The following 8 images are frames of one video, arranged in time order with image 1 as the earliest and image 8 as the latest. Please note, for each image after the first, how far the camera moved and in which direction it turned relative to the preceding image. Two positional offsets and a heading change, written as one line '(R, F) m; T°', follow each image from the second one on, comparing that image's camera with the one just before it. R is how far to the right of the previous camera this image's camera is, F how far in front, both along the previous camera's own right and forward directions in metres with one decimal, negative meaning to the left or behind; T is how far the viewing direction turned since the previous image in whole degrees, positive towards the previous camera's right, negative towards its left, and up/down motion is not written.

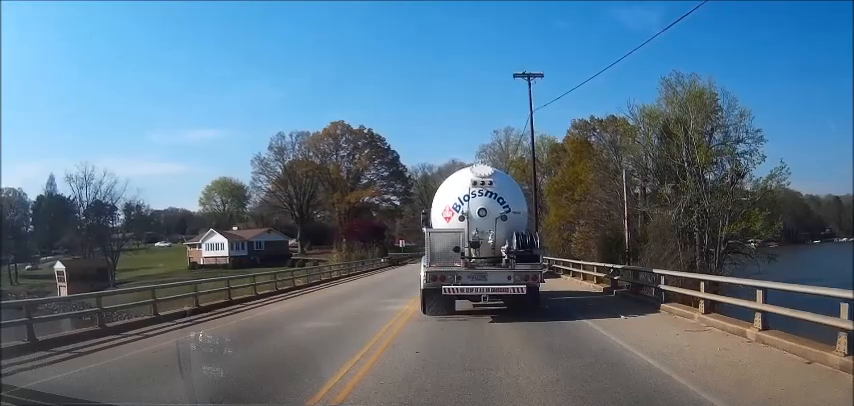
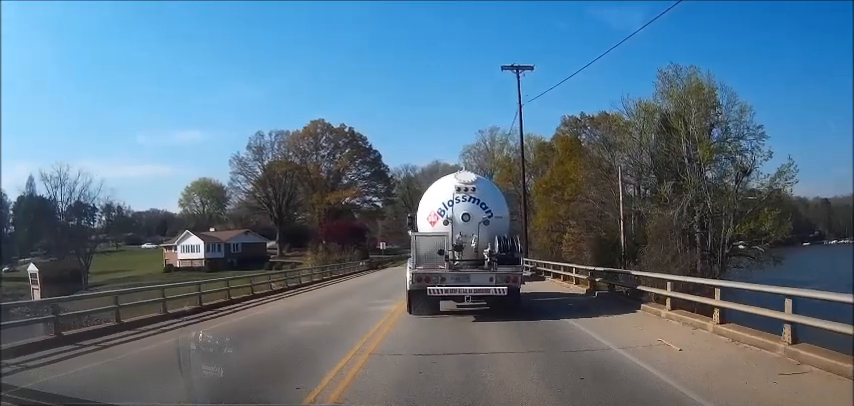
(0.0, +4.1) m; +1°
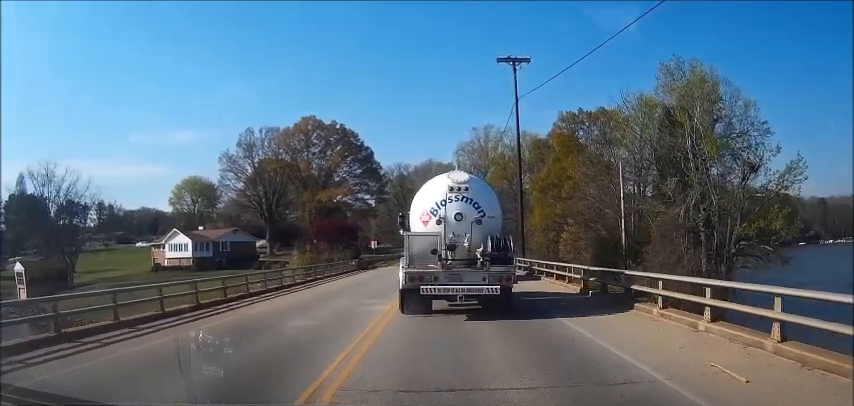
(0.0, +2.4) m; 0°
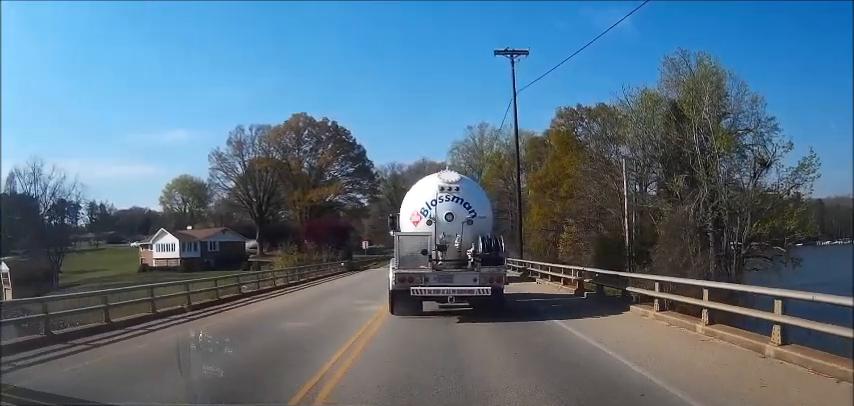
(0.0, +2.6) m; 0°
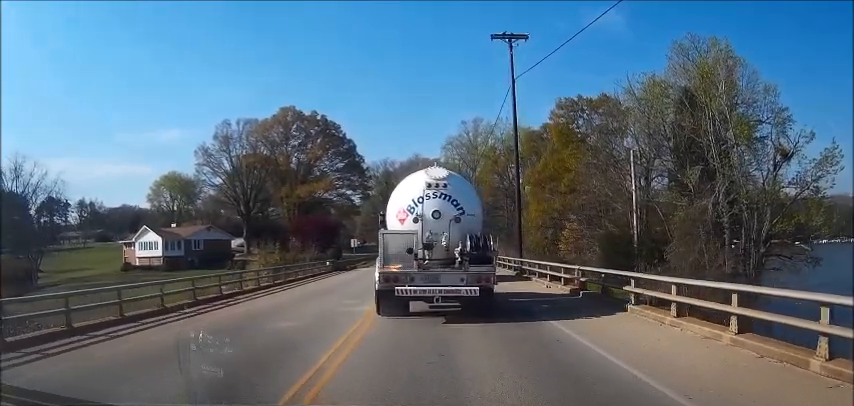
(0.0, +3.6) m; 0°
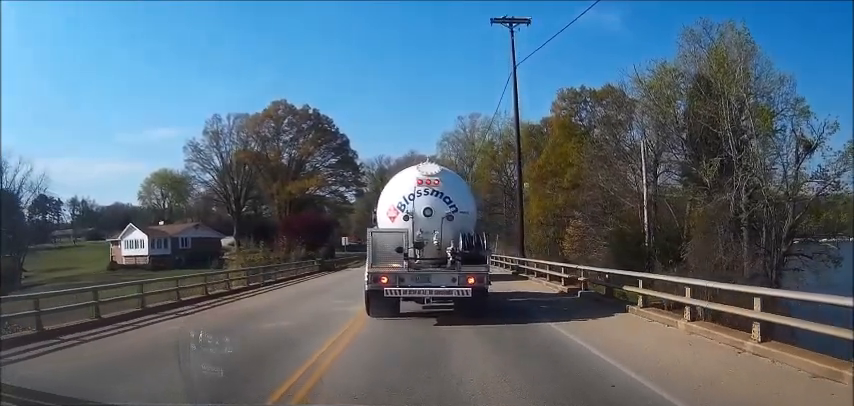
(0.0, +3.1) m; 0°
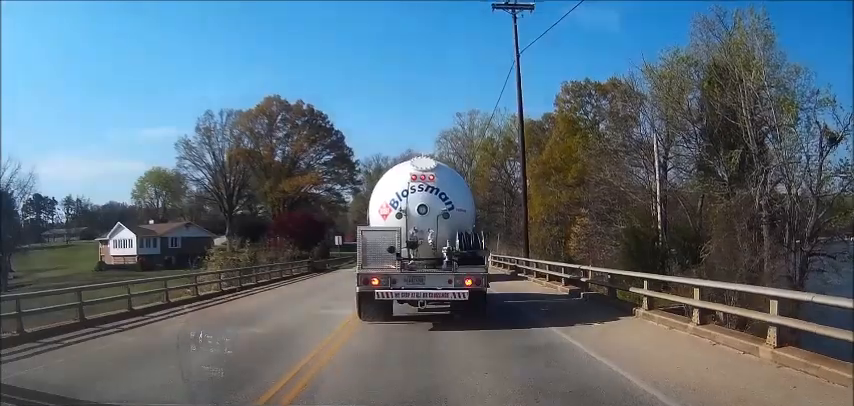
(0.0, +2.7) m; +1°
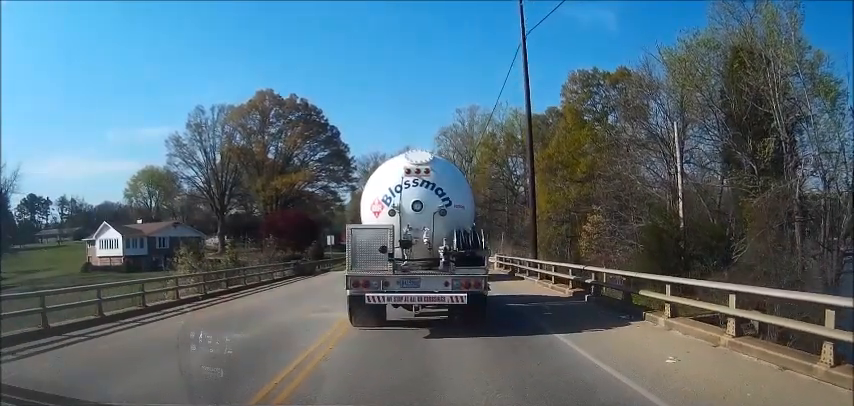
(0.0, +3.7) m; +1°
